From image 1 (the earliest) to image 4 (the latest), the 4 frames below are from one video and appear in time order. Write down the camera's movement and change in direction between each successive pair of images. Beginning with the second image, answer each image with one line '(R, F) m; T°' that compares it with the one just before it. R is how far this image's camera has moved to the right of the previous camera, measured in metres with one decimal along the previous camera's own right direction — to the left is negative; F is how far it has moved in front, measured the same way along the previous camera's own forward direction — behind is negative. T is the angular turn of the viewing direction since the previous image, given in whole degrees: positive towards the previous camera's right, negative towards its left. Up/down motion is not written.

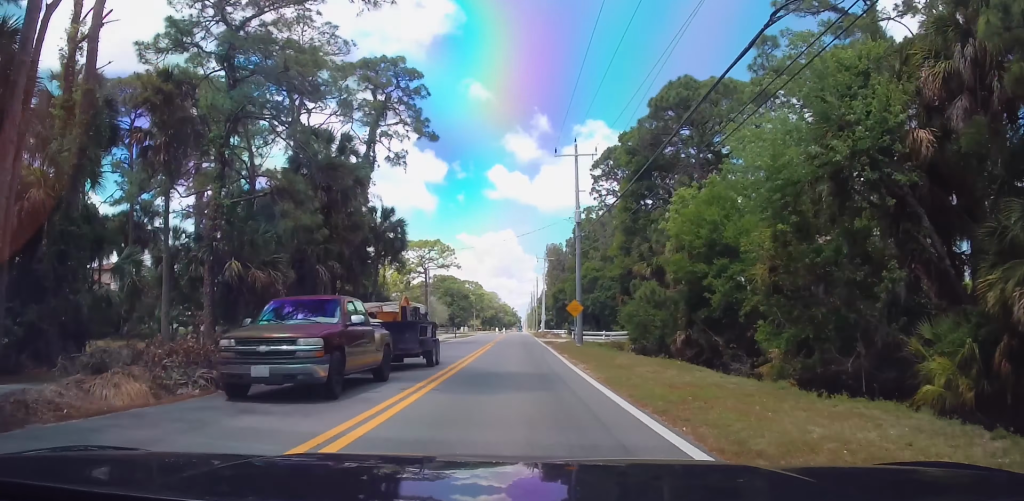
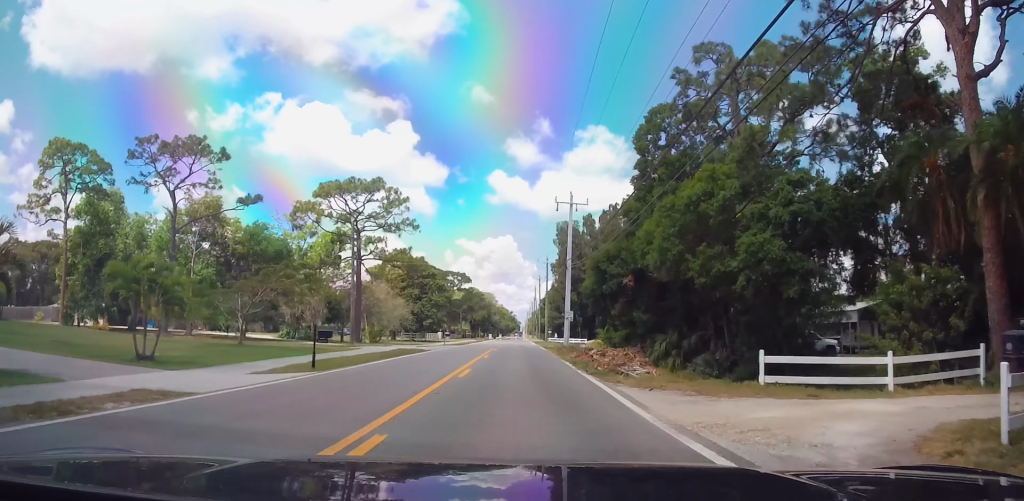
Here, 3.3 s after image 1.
(+0.8, +46.4) m; +2°
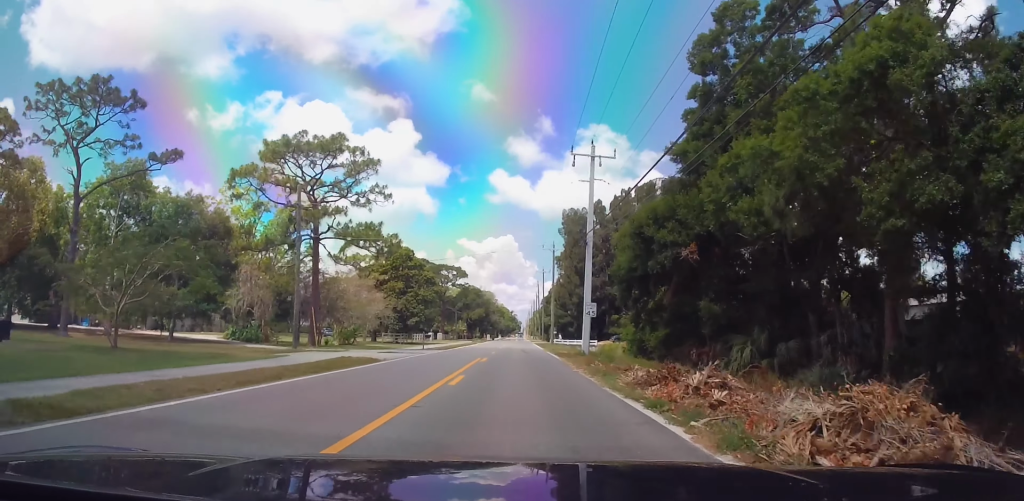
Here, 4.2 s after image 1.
(0.0, +14.0) m; 0°
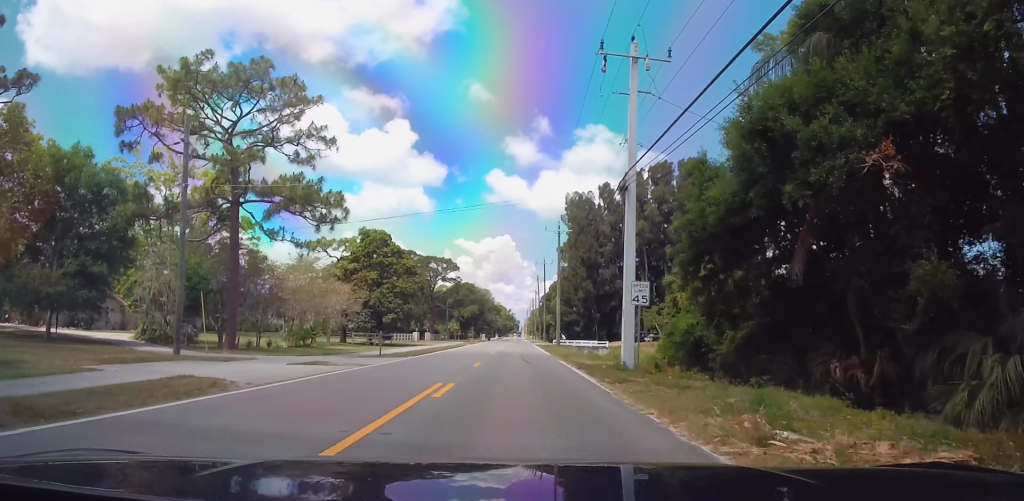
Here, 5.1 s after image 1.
(0.0, +14.4) m; -2°
